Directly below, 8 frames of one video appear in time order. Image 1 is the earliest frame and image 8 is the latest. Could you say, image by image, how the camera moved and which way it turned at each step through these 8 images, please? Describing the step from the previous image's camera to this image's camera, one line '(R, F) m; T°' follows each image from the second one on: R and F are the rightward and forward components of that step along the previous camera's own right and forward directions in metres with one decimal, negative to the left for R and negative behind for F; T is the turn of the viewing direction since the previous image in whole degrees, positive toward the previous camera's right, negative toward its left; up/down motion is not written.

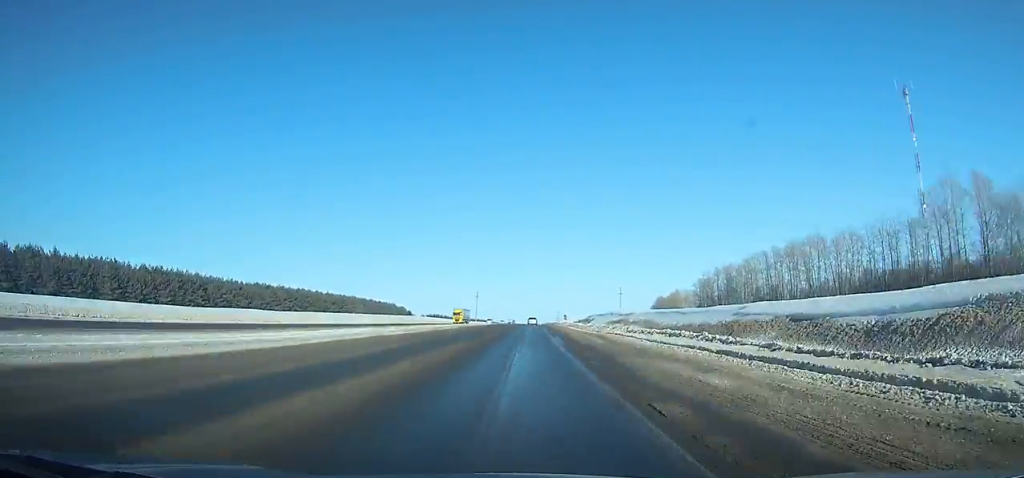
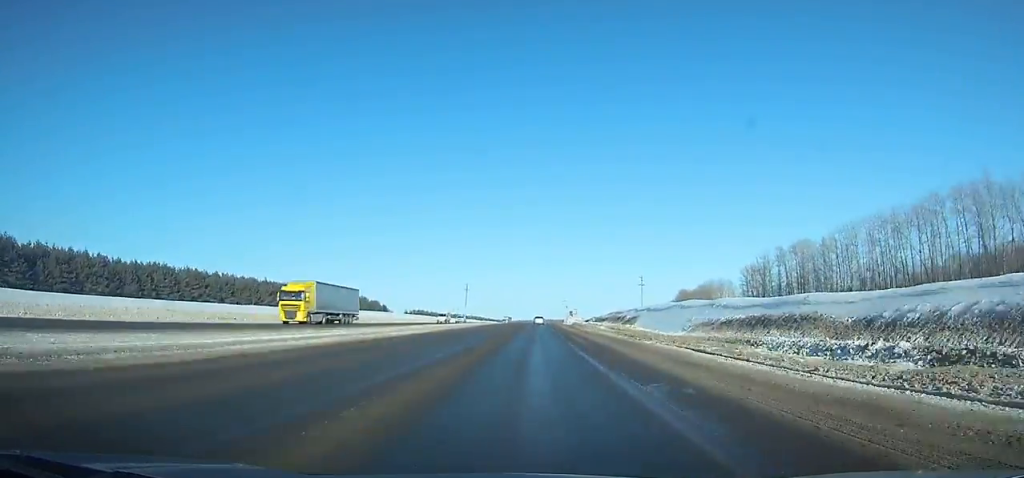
(+0.2, +65.1) m; +1°
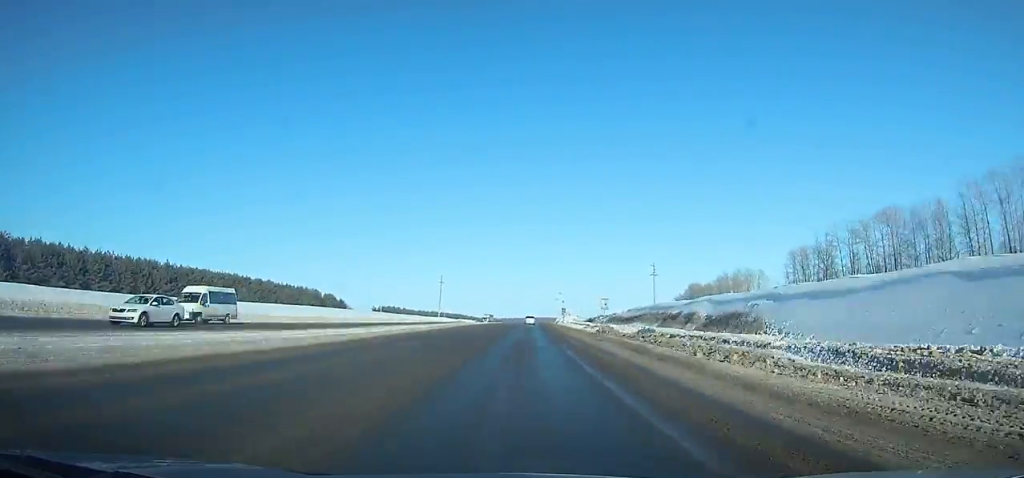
(0.0, +51.3) m; +1°
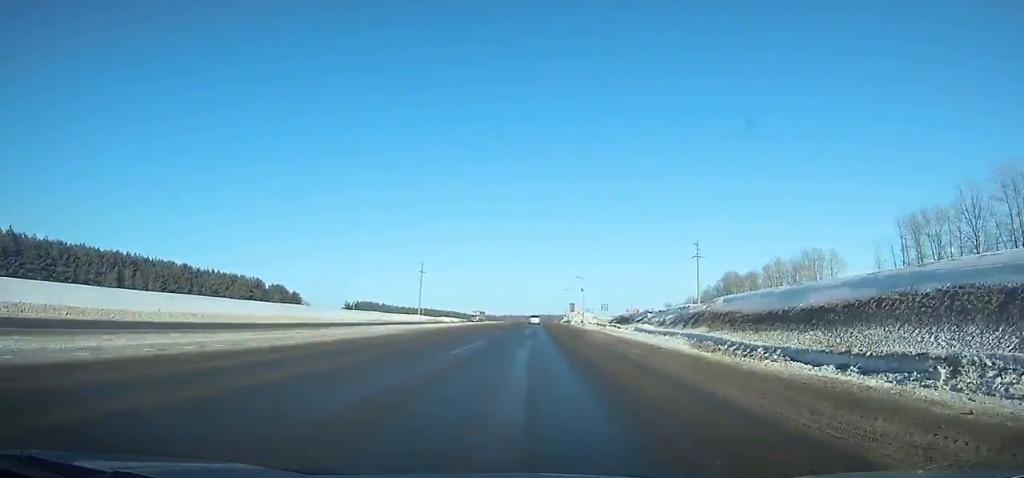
(+0.5, +53.8) m; +1°
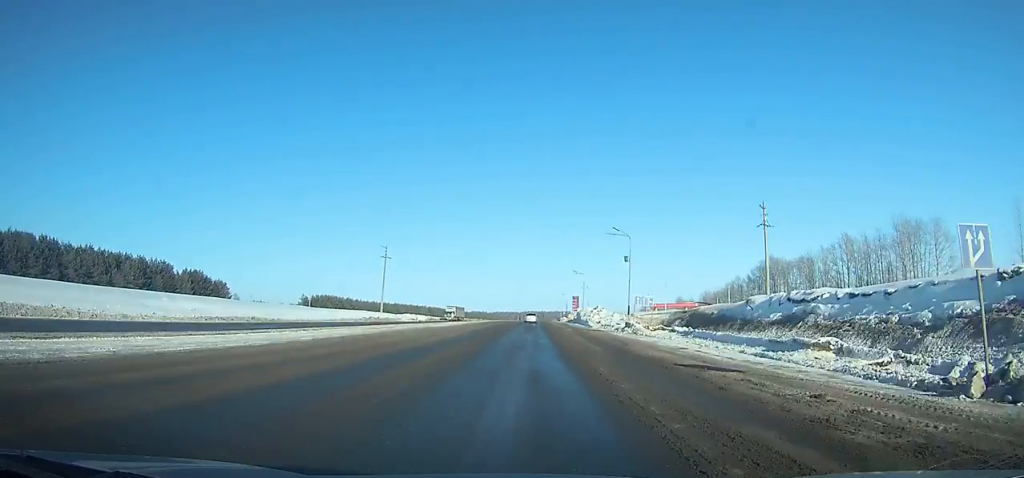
(+0.2, +44.8) m; 0°
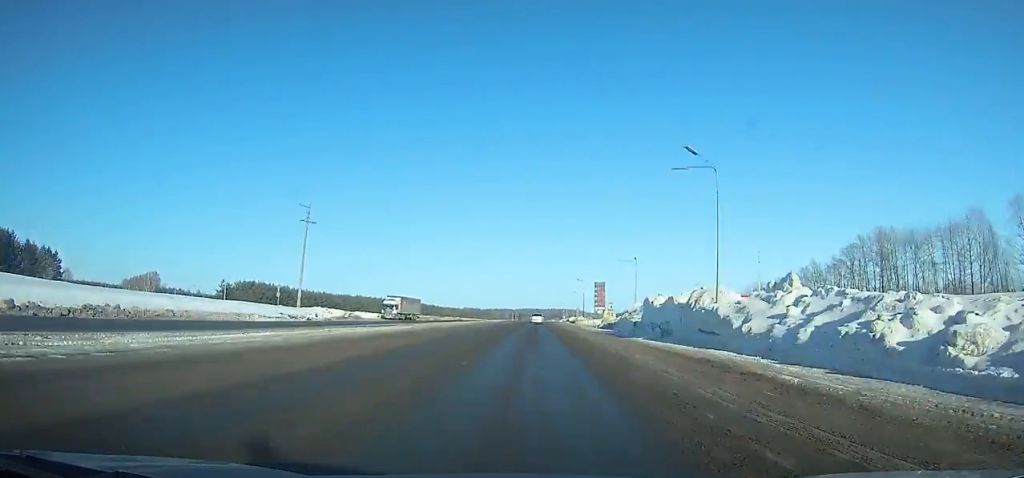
(+0.2, +60.8) m; +1°
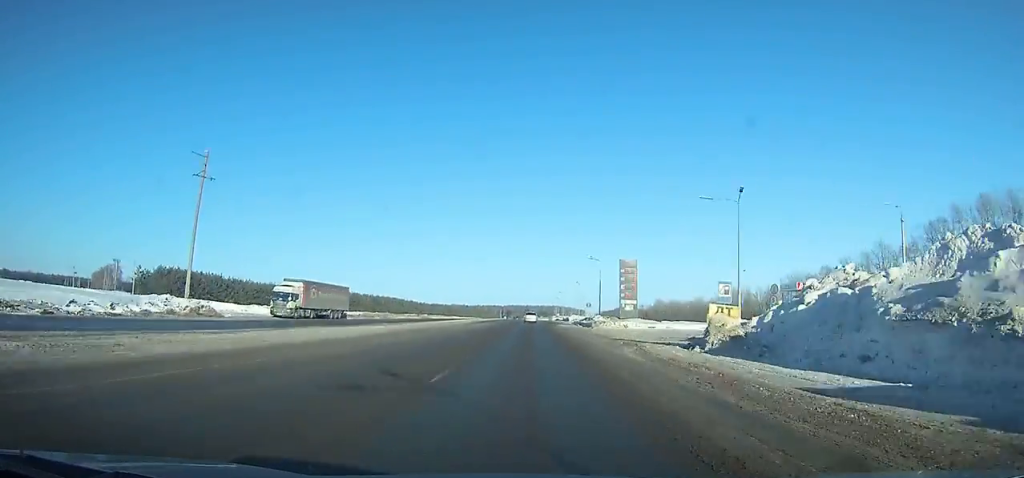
(+0.2, +37.2) m; 0°
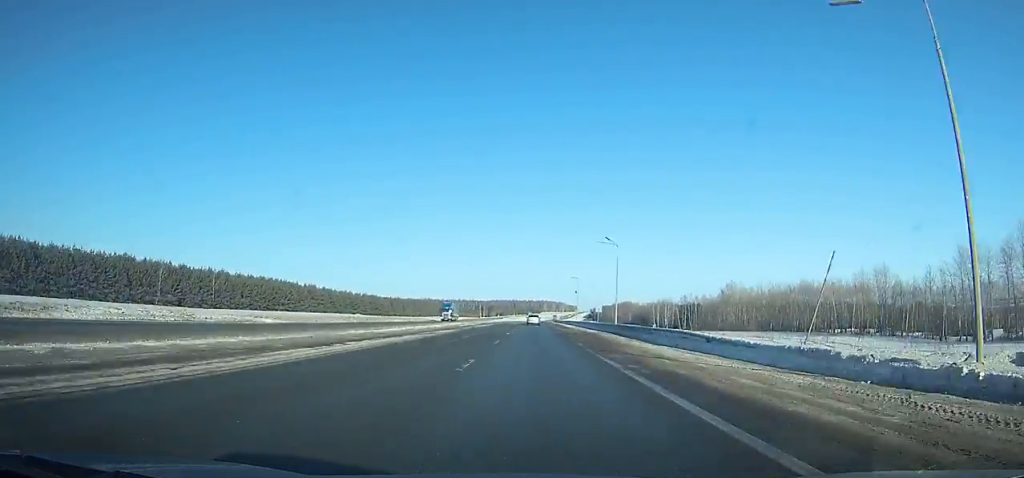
(+2.3, +150.5) m; +2°
